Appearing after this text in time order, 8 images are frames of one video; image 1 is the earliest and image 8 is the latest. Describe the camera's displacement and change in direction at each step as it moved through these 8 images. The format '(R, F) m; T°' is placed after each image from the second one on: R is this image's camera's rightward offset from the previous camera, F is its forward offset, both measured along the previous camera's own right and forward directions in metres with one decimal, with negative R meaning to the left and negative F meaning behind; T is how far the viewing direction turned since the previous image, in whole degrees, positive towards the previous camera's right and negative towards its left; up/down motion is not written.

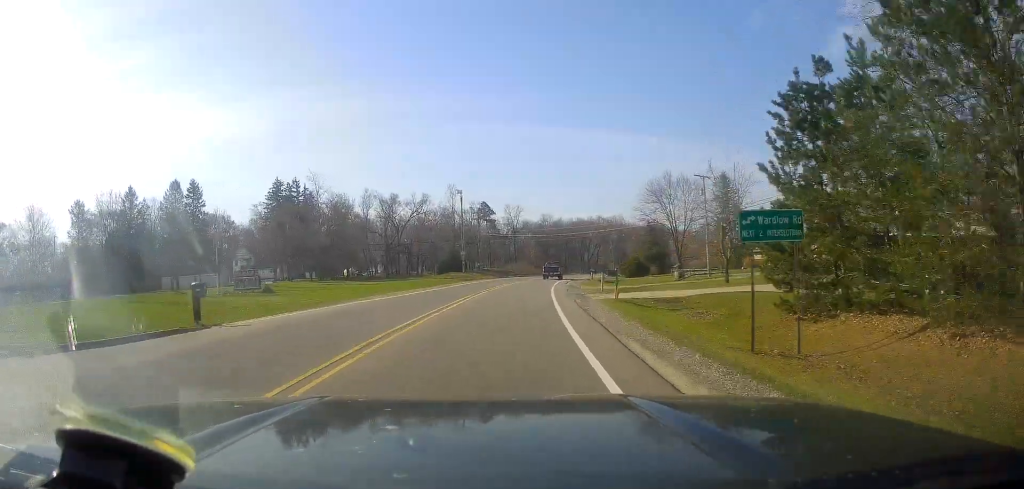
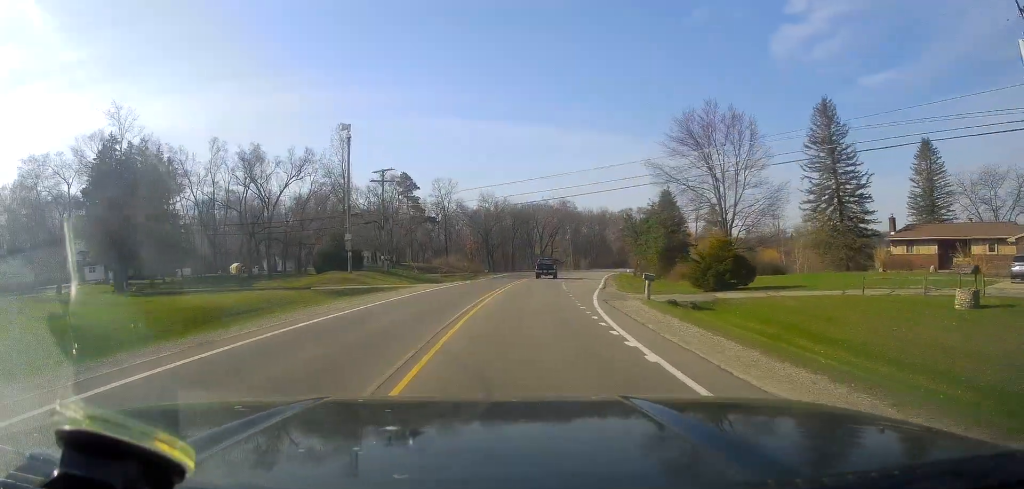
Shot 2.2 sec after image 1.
(+3.1, +45.6) m; +6°
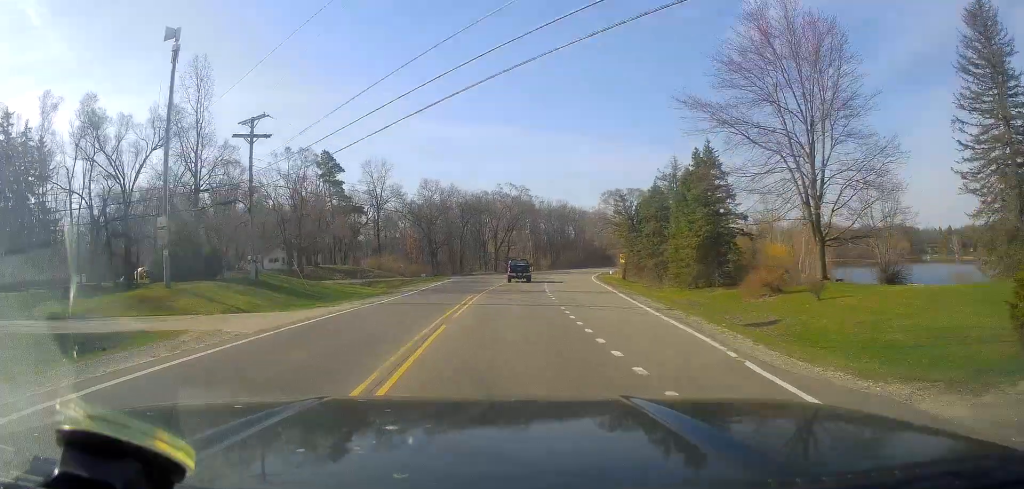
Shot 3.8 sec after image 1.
(+0.3, +26.9) m; +3°
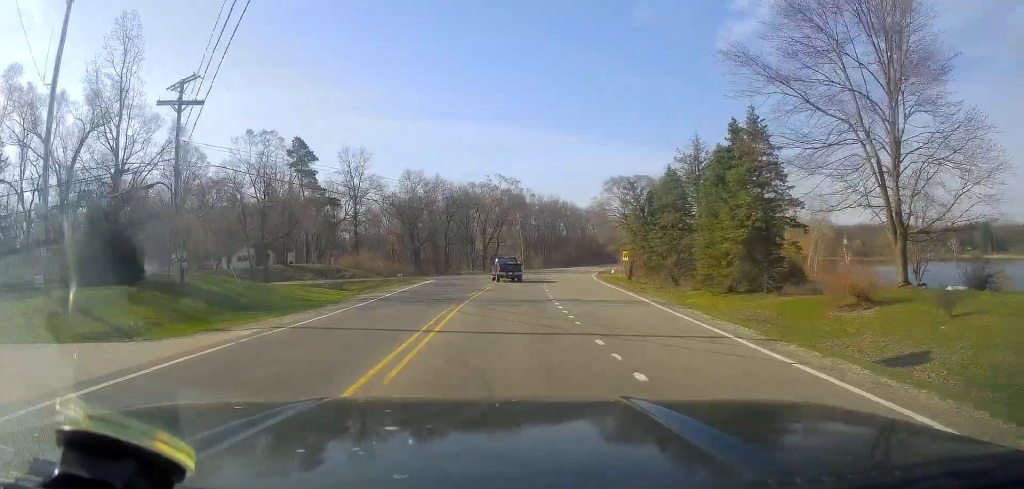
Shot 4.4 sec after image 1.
(+0.4, +9.4) m; +1°
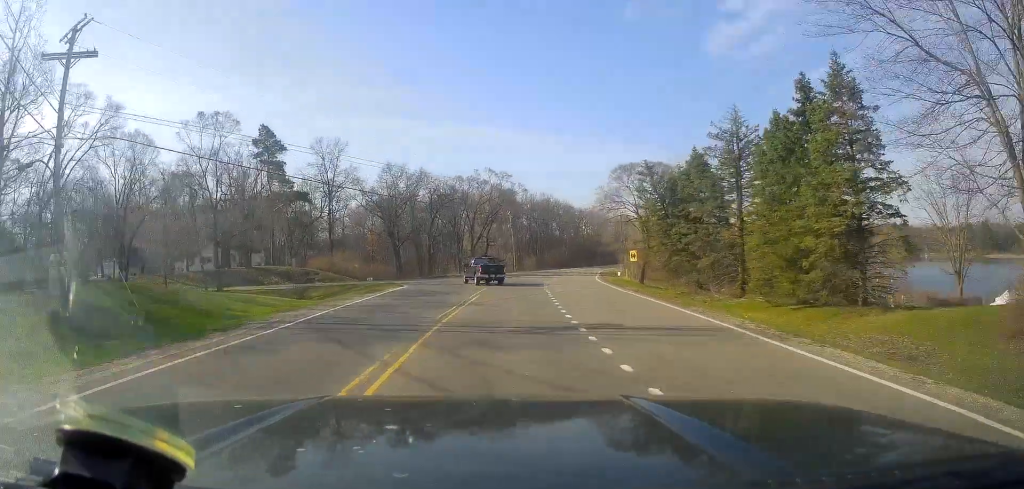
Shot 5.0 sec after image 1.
(0.0, +10.0) m; +2°
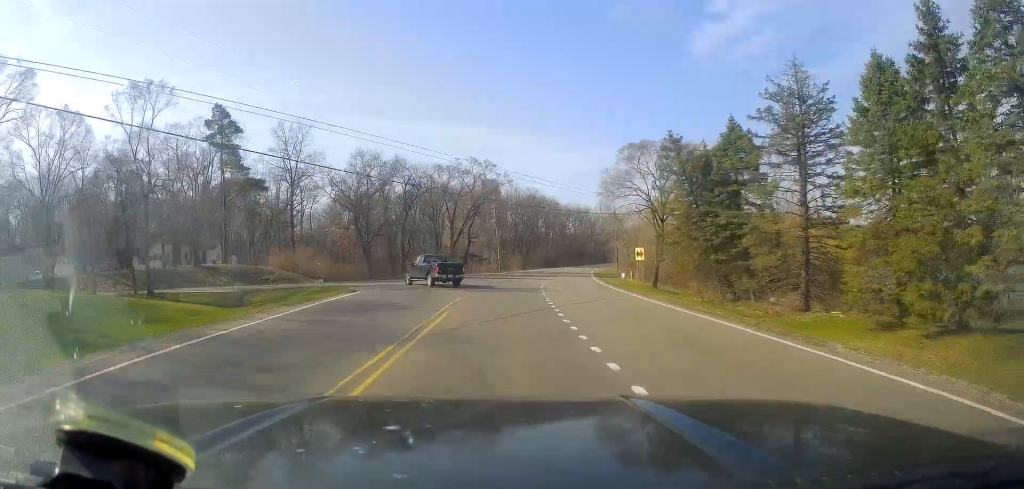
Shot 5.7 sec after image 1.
(-0.1, +10.1) m; +2°
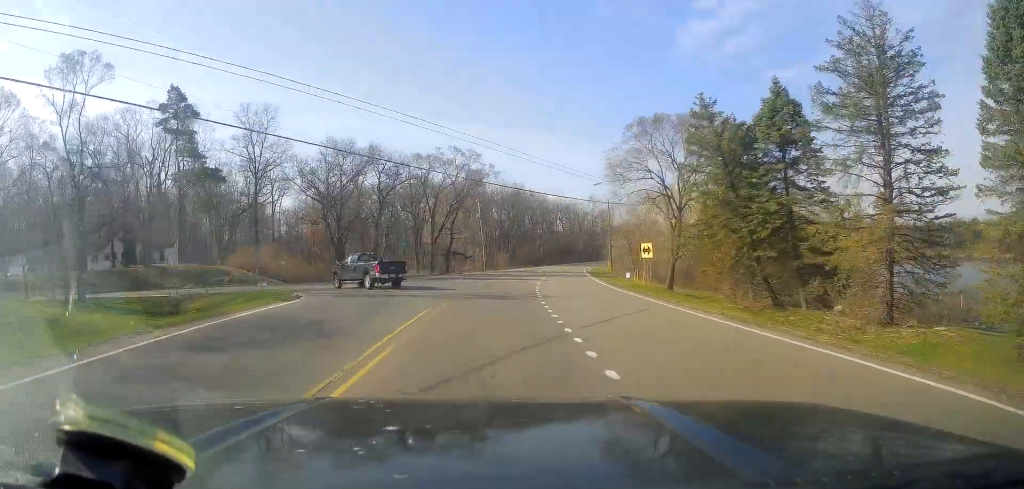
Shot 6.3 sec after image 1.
(+0.7, +7.7) m; 0°
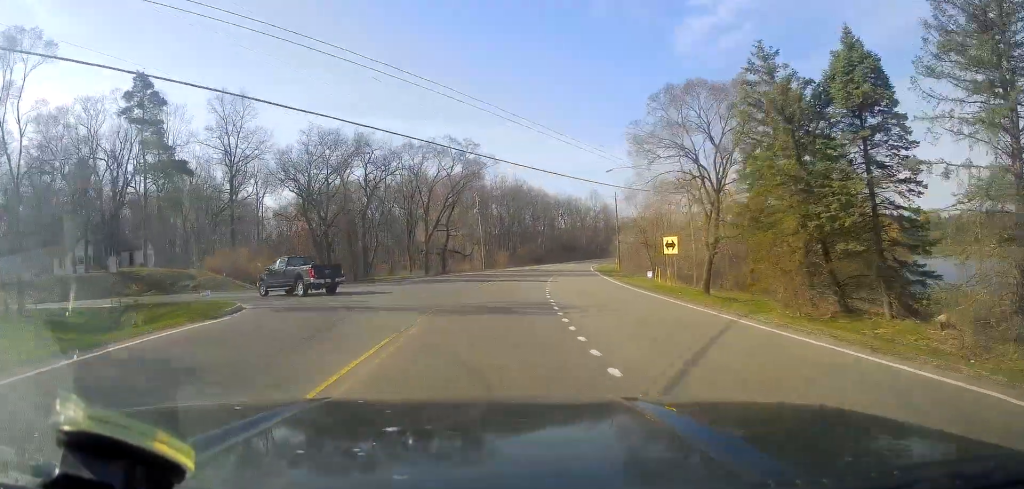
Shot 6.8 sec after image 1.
(0.0, +6.8) m; -2°
